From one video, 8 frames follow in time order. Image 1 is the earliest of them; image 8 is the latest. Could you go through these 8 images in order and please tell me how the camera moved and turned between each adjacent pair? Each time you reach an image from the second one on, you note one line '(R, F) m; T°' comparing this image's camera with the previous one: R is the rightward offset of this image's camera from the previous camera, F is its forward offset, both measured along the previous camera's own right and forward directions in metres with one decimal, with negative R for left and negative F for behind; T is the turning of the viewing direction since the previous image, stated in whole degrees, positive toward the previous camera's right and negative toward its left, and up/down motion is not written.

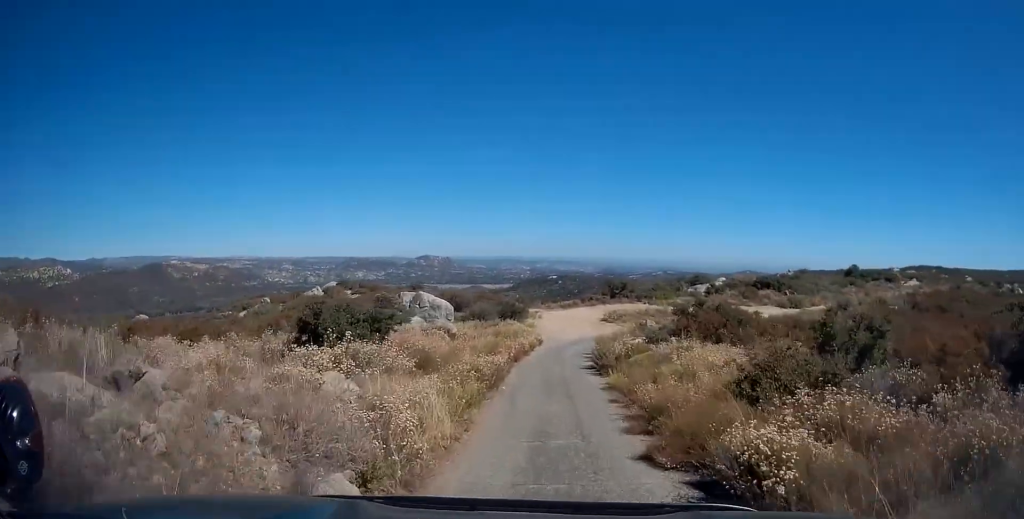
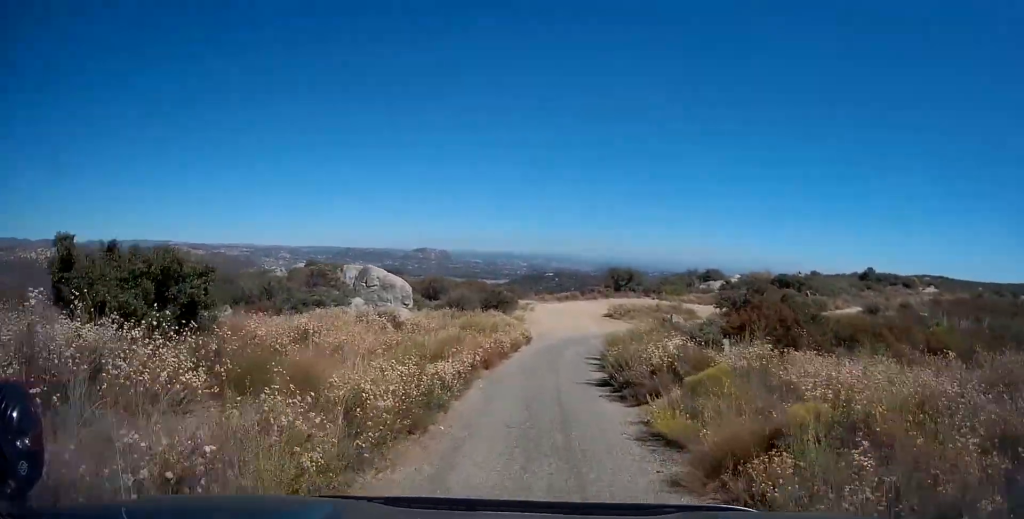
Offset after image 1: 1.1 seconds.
(+0.1, +7.8) m; 0°
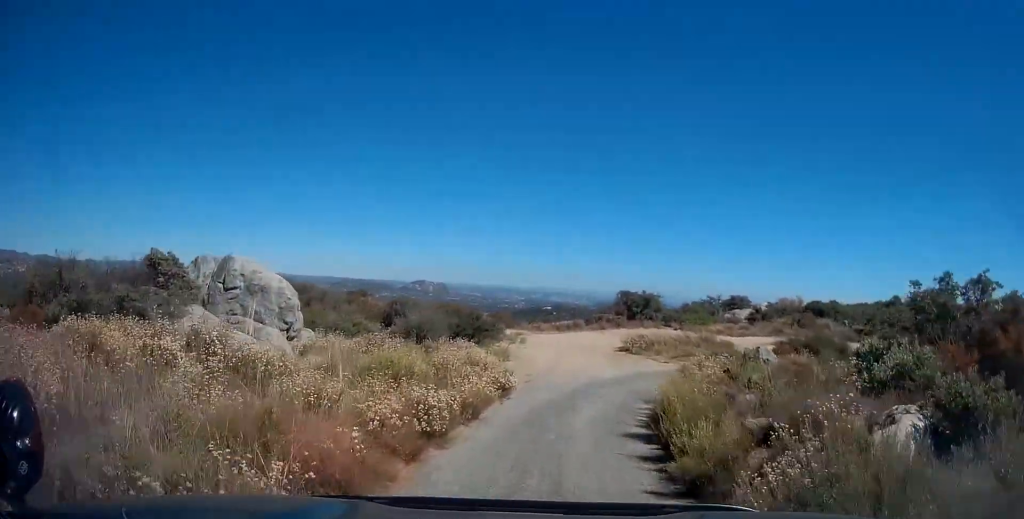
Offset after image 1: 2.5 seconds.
(0.0, +10.2) m; +1°
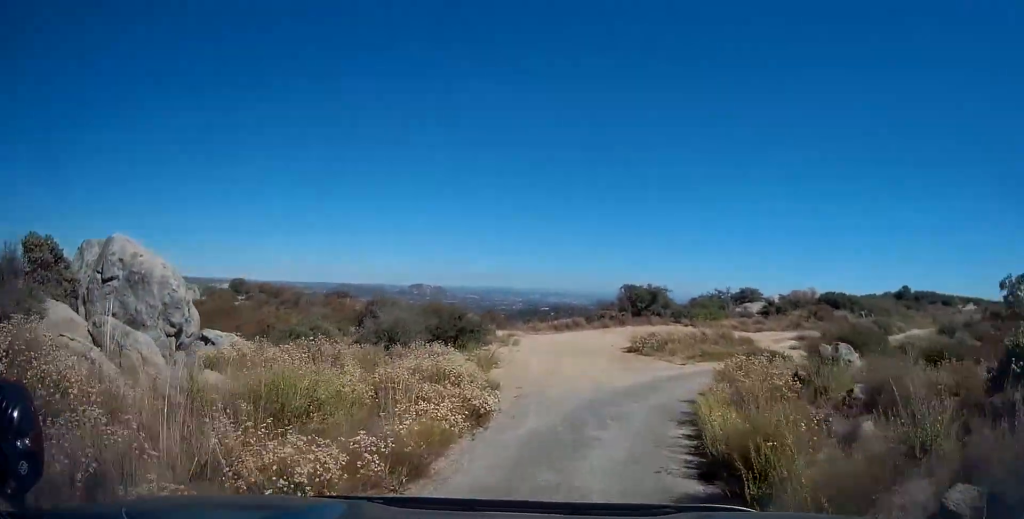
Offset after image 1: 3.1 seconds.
(+0.1, +4.7) m; +2°
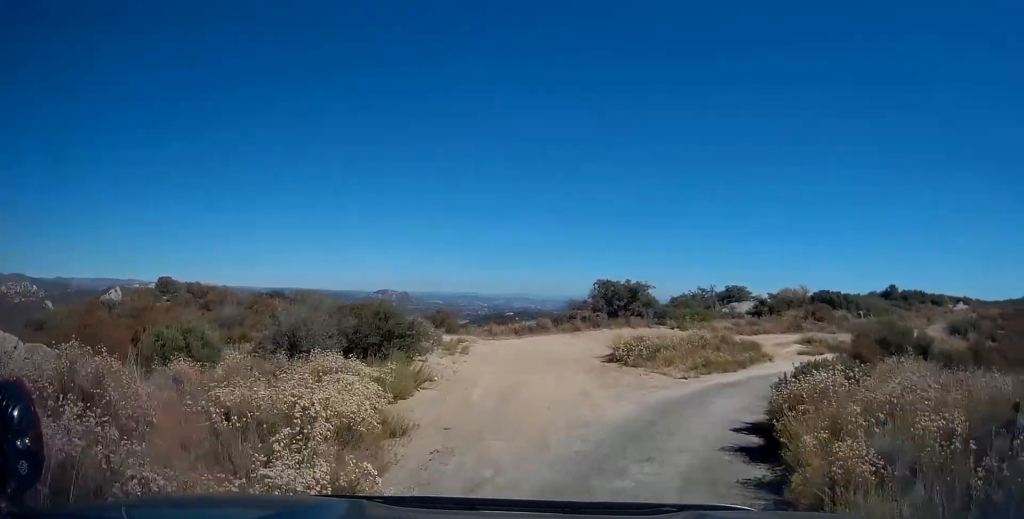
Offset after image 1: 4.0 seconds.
(+0.2, +7.1) m; +4°
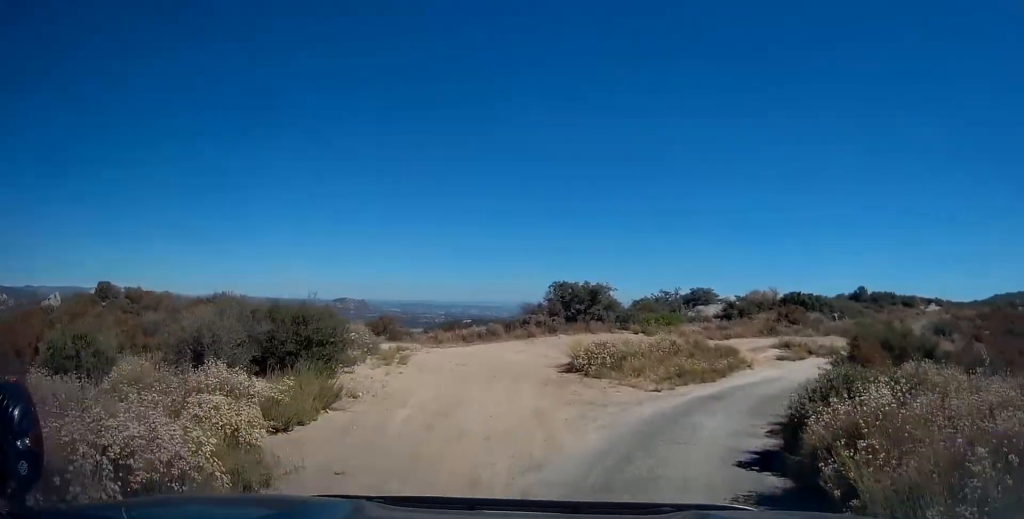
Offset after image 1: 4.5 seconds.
(+0.1, +3.1) m; +2°
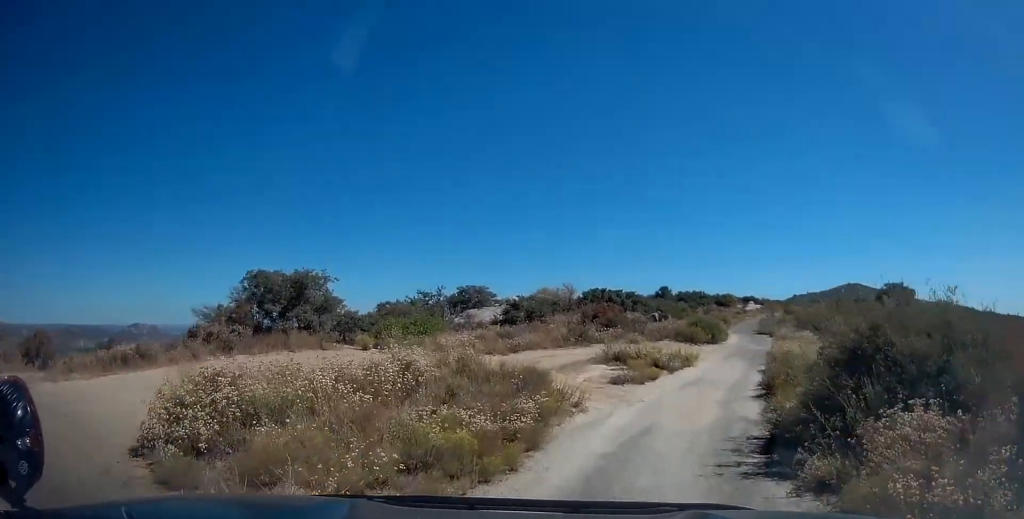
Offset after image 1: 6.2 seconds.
(+0.7, +12.2) m; +12°
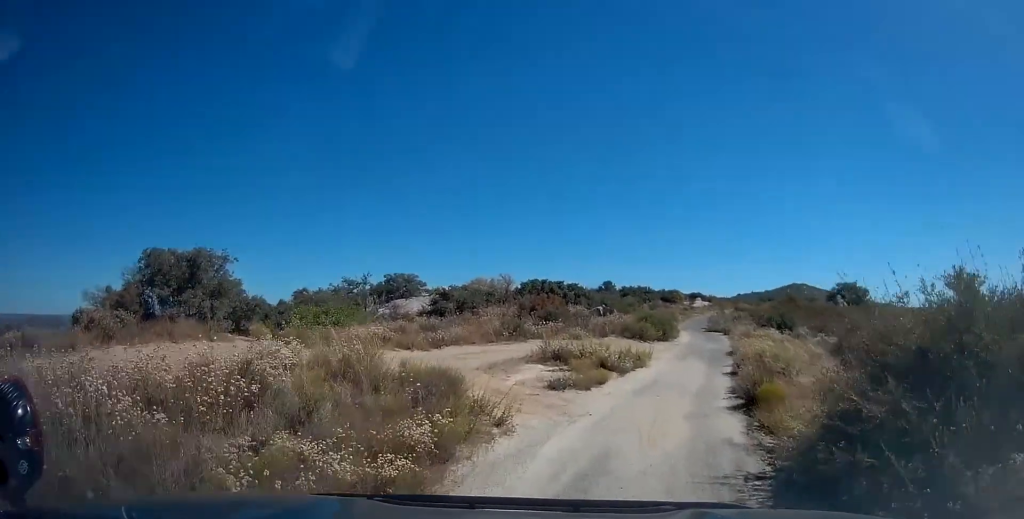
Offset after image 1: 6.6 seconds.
(-0.3, +3.2) m; +6°
